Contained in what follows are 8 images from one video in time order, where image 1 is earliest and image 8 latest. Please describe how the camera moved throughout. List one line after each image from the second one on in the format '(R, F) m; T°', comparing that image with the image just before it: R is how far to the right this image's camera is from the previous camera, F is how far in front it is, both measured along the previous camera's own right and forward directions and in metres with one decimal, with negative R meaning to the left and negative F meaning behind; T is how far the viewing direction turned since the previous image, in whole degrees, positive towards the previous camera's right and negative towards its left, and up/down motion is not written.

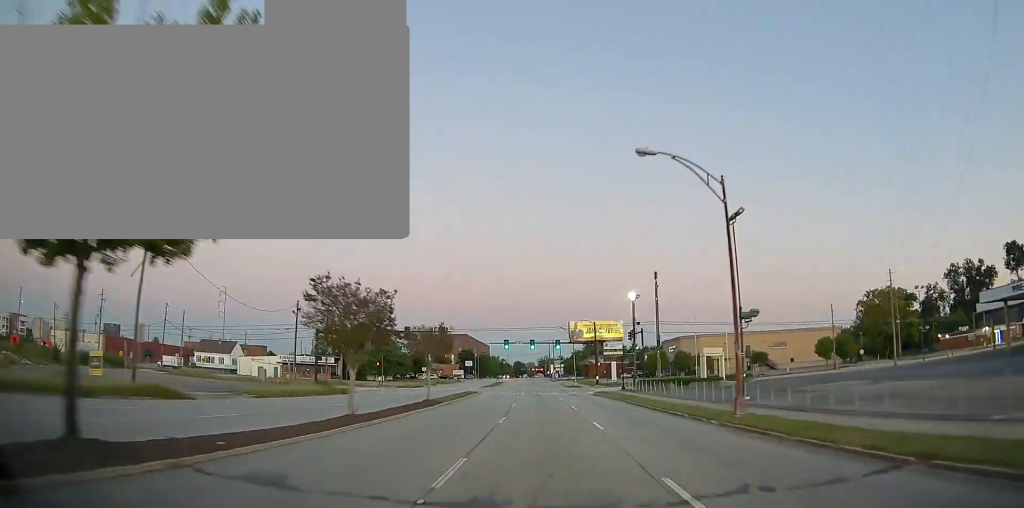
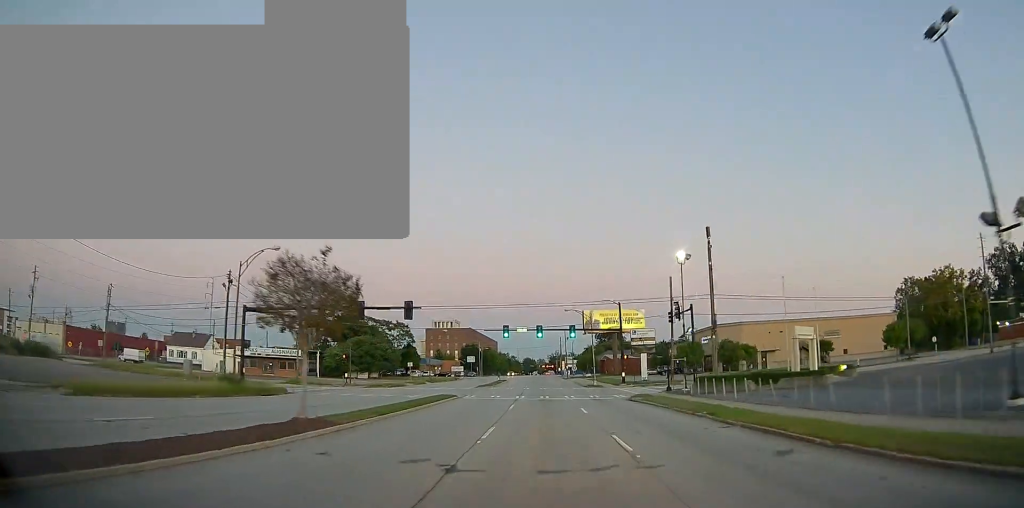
(-0.2, +18.3) m; -1°
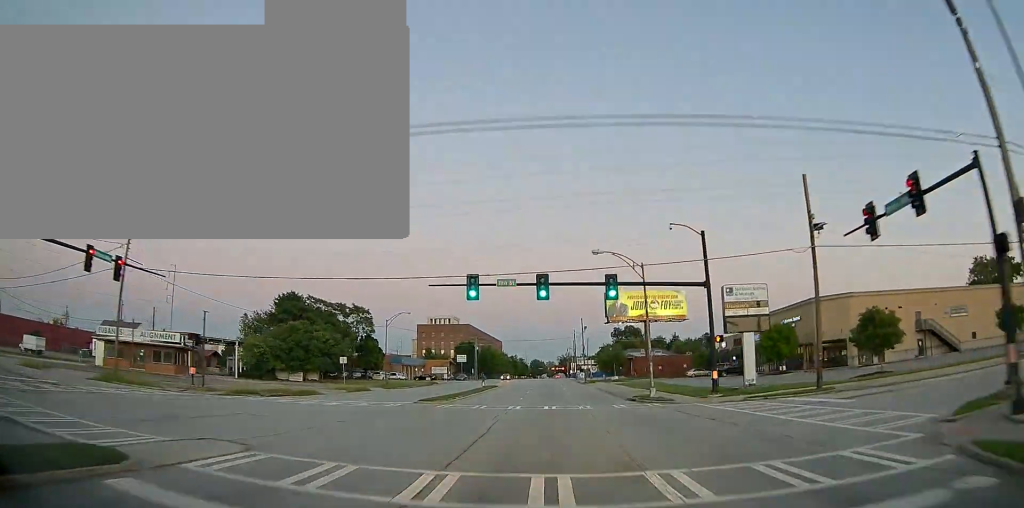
(-0.6, +32.5) m; -1°
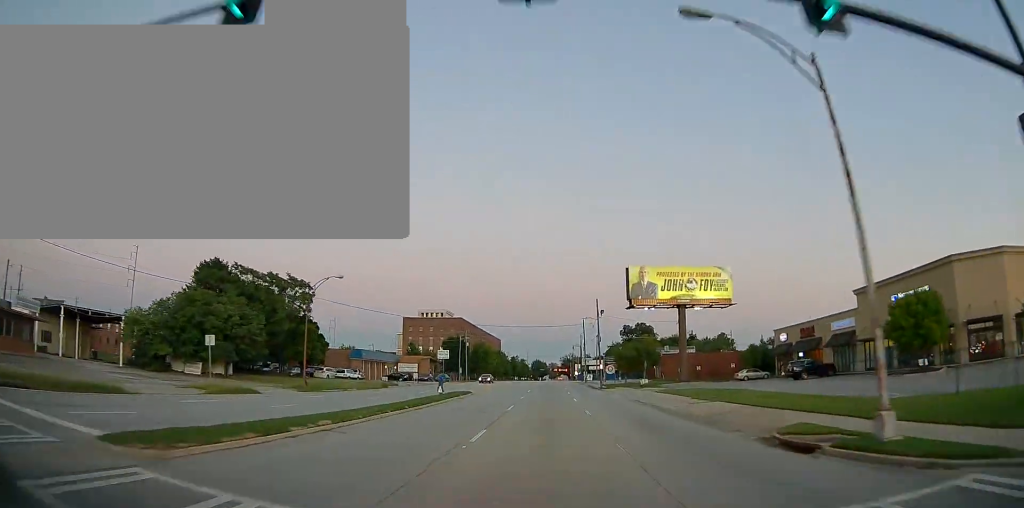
(-0.1, +24.2) m; 0°
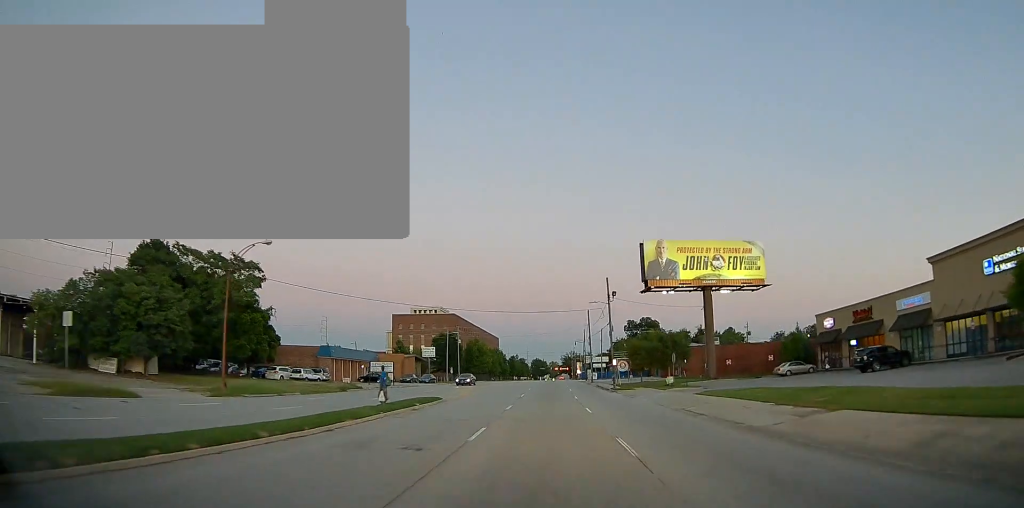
(0.0, +12.5) m; 0°
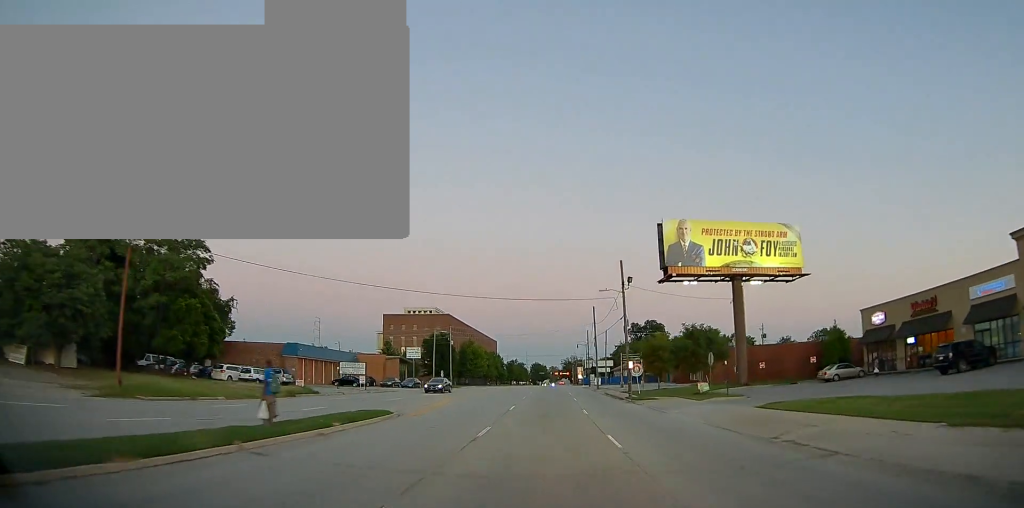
(0.0, +10.1) m; 0°
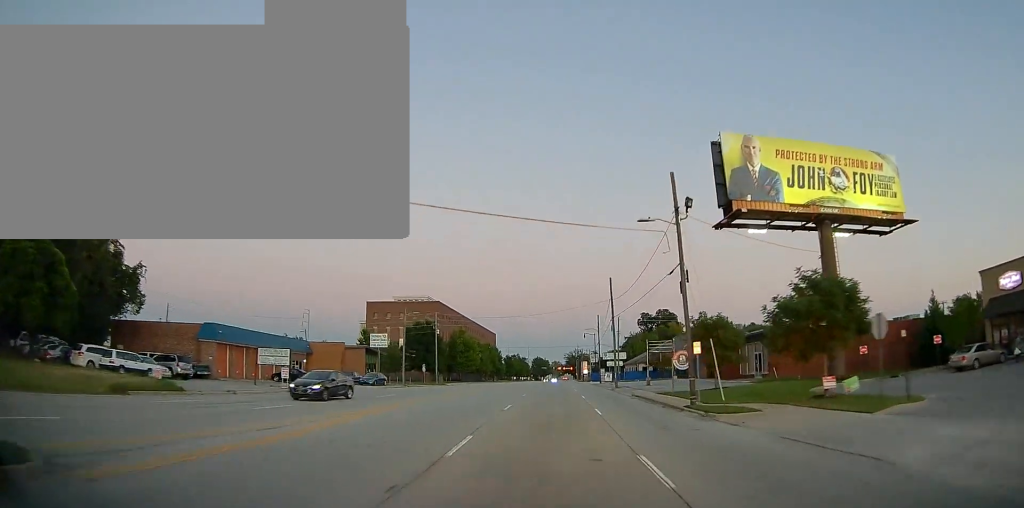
(-0.1, +17.7) m; 0°
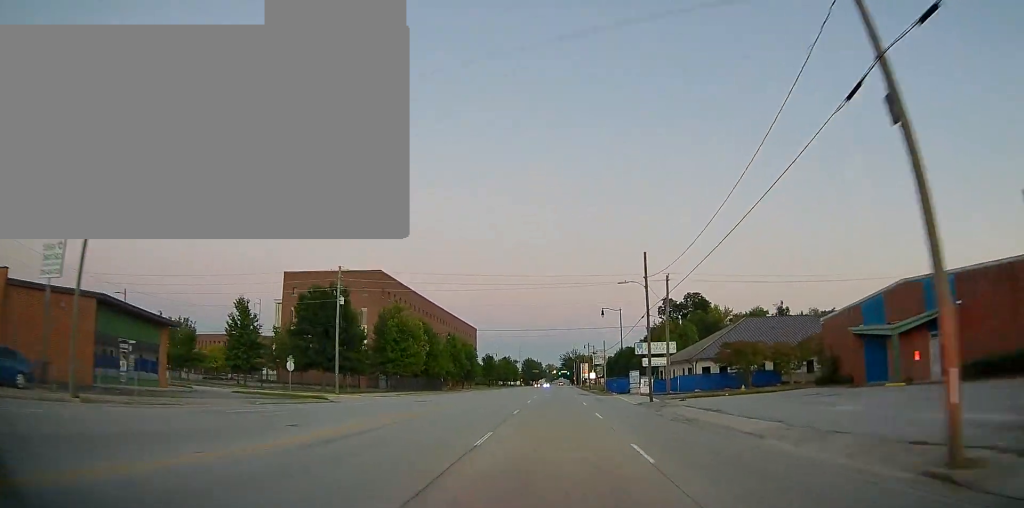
(-0.1, +46.5) m; 0°
